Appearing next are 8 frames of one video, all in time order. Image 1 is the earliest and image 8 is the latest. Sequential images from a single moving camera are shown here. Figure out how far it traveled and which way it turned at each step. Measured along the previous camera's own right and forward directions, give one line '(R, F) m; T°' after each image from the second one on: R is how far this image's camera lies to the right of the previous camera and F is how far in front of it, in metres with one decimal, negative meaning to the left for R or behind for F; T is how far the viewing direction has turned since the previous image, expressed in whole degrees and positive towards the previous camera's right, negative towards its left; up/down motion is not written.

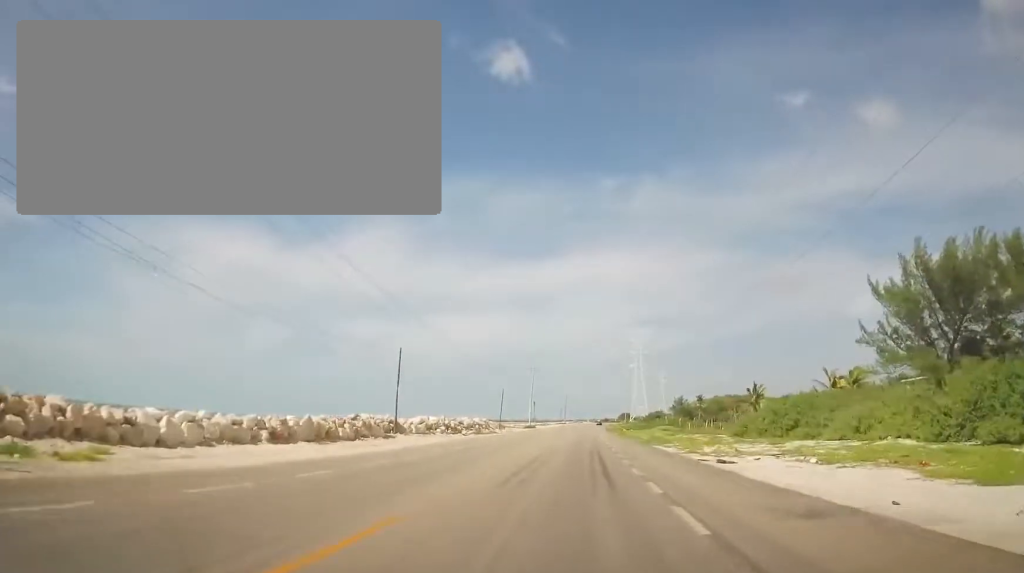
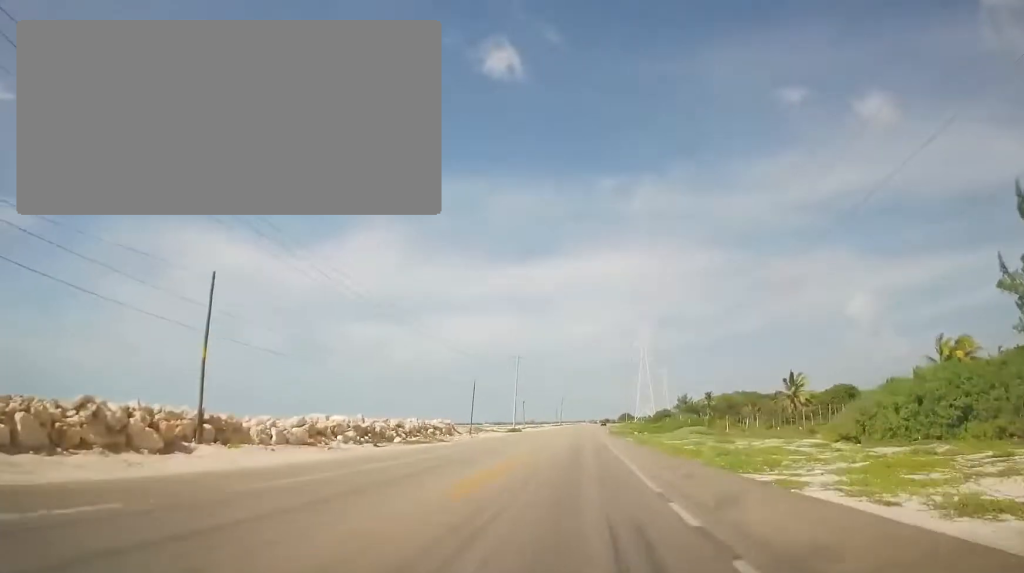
(+0.3, +24.5) m; 0°
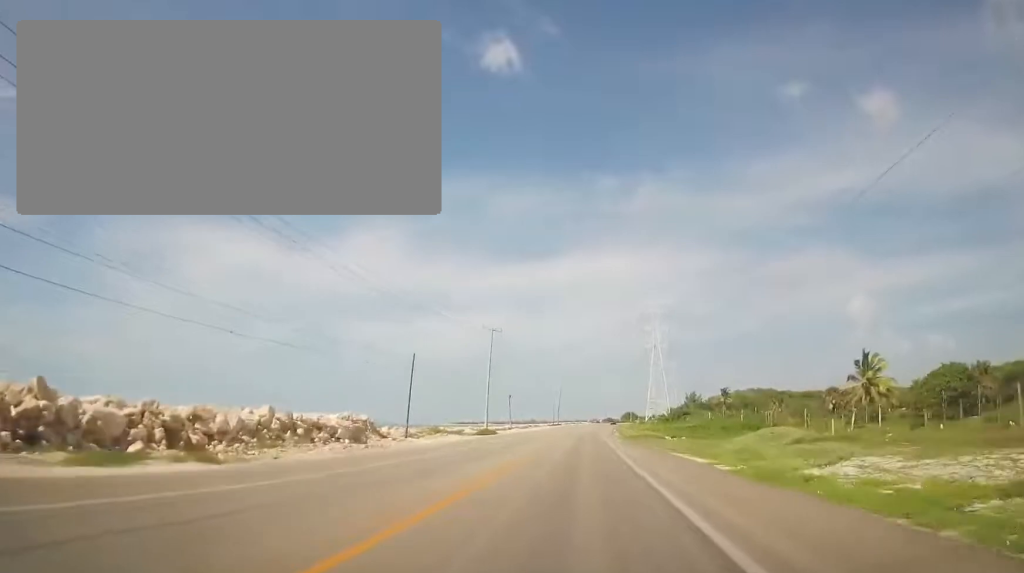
(-0.3, +27.8) m; 0°
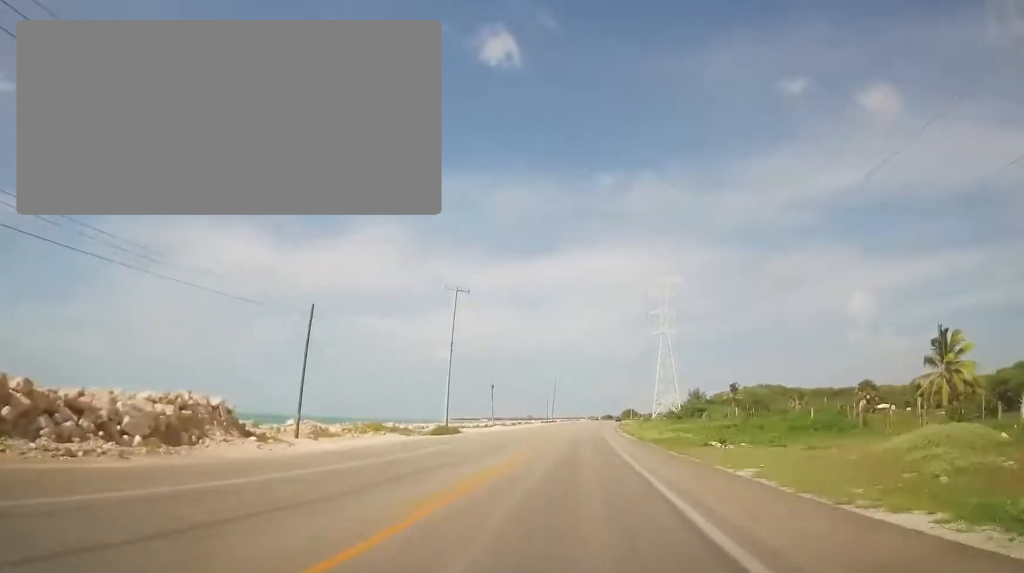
(+0.2, +18.6) m; +1°
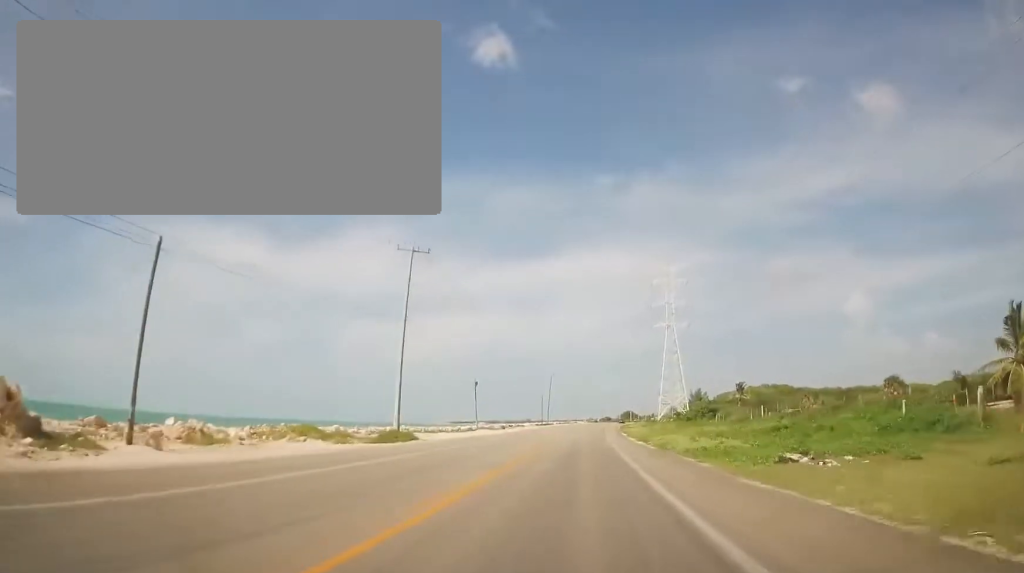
(0.0, +12.2) m; 0°
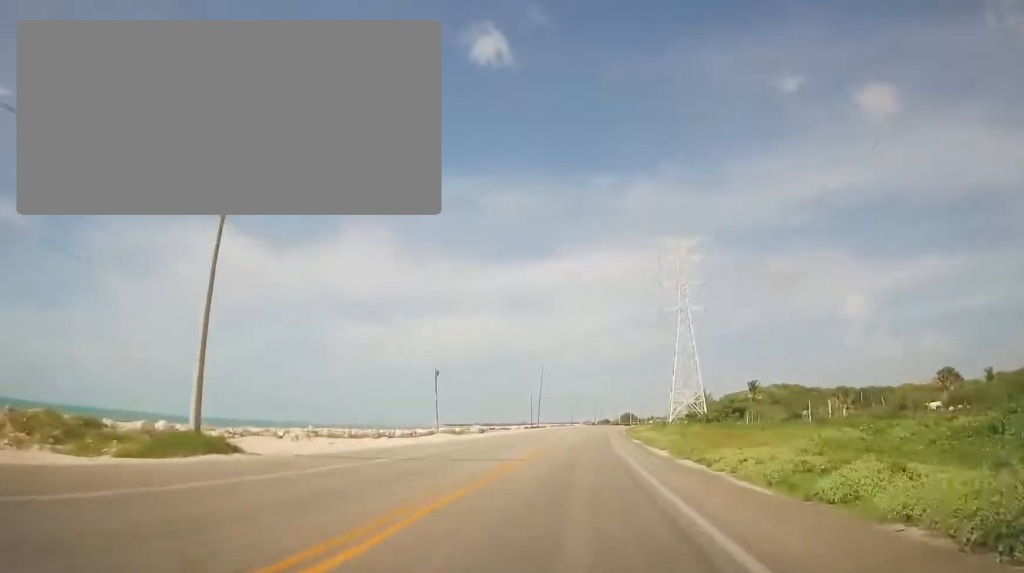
(+0.2, +19.6) m; 0°
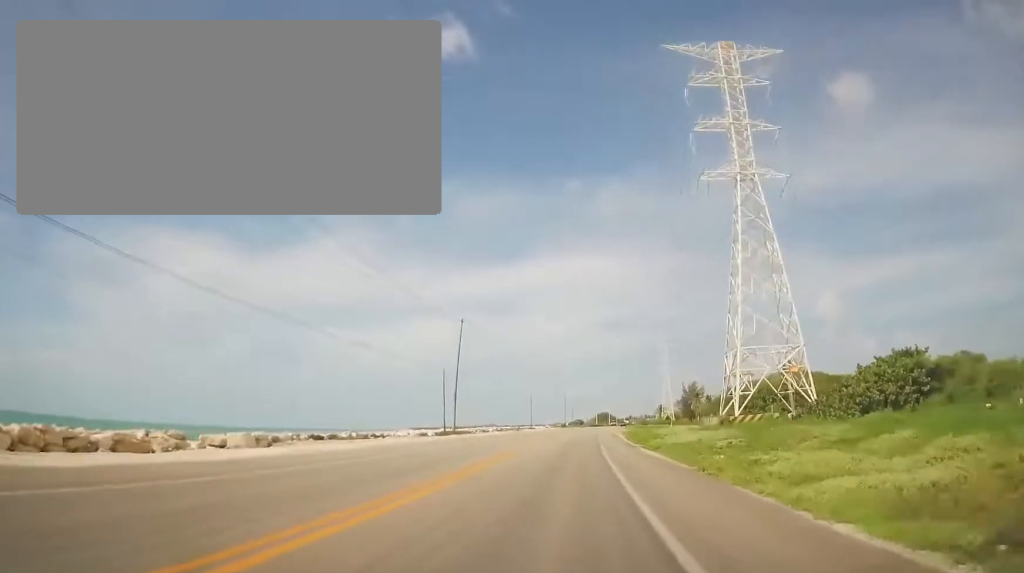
(+0.8, +55.0) m; +2°
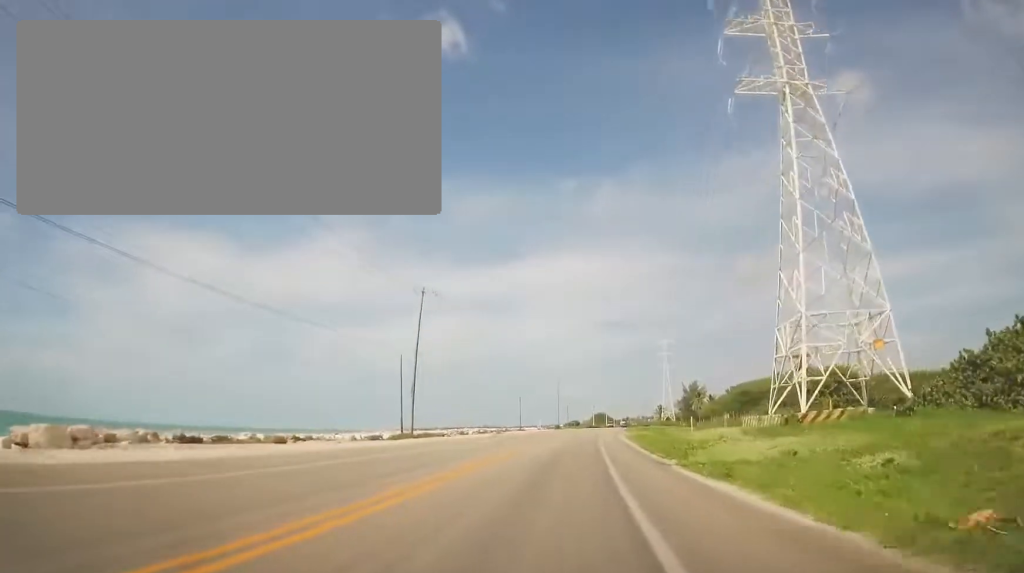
(0.0, +13.6) m; 0°
